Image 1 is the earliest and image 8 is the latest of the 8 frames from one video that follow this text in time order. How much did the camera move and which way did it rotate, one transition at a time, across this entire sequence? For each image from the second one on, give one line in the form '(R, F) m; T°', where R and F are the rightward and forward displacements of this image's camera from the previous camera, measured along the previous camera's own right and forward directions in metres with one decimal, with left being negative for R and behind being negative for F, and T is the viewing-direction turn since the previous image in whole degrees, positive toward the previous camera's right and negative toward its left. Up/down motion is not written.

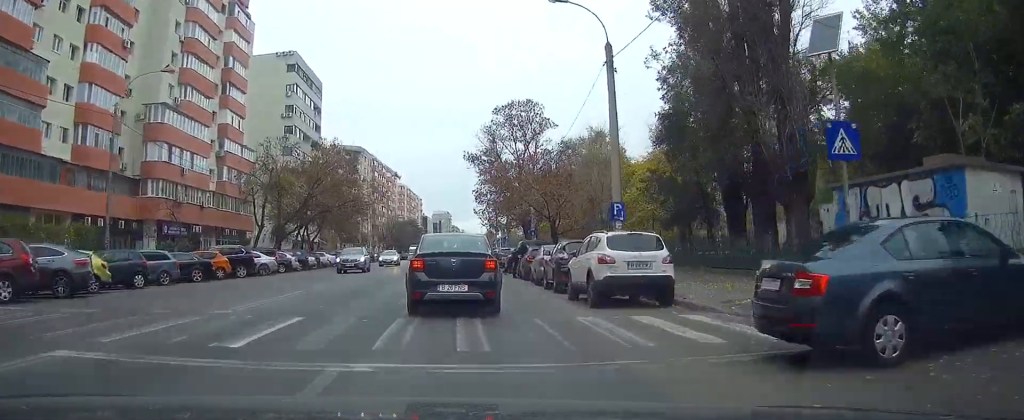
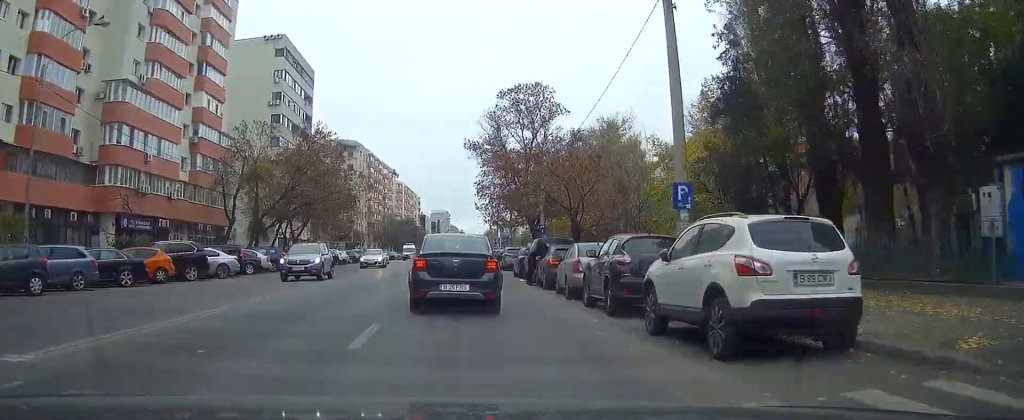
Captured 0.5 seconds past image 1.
(0.0, +7.7) m; 0°
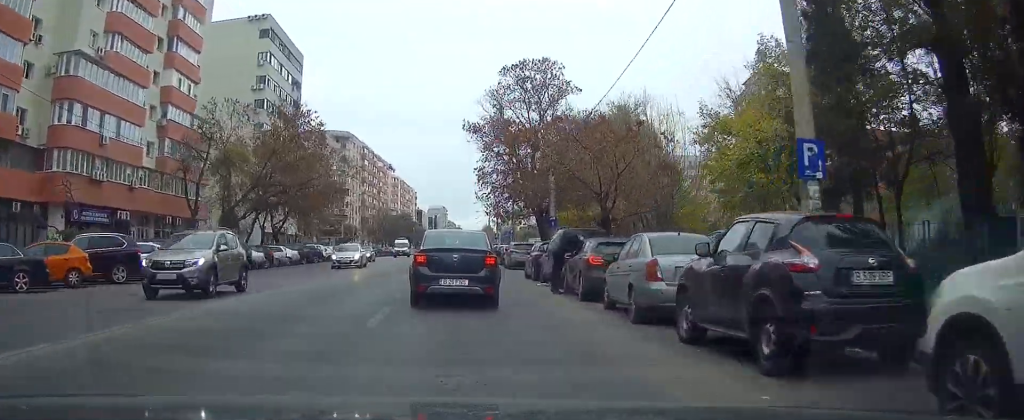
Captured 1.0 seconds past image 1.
(0.0, +7.2) m; 0°
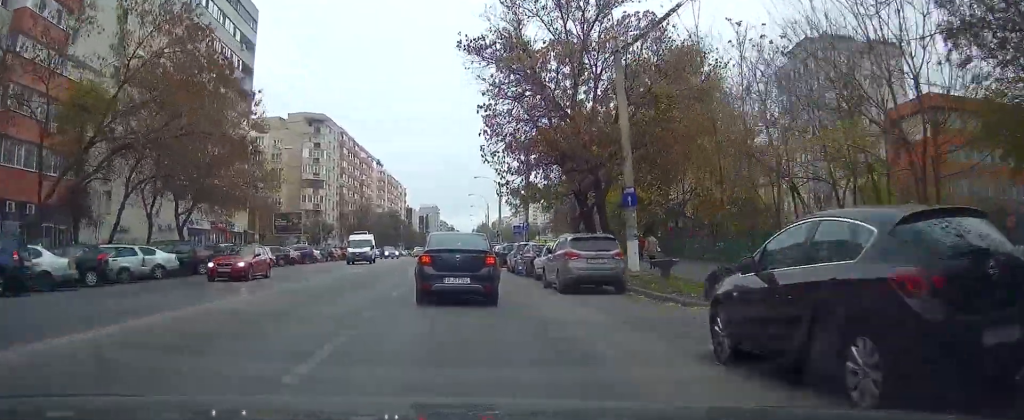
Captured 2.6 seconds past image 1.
(0.0, +22.6) m; 0°
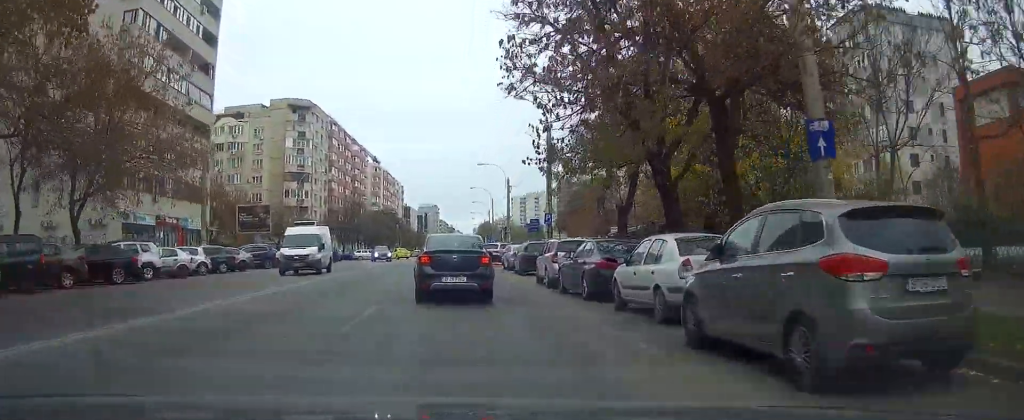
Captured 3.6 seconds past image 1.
(0.0, +13.9) m; 0°
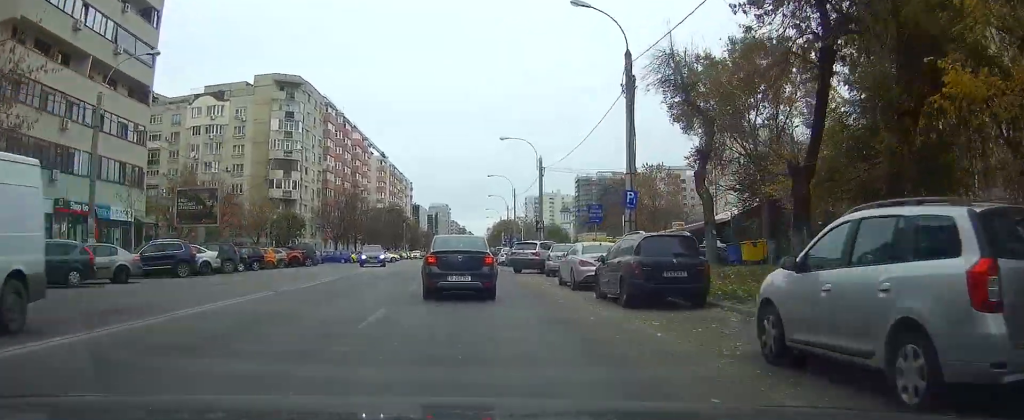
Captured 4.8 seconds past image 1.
(0.0, +17.7) m; 0°
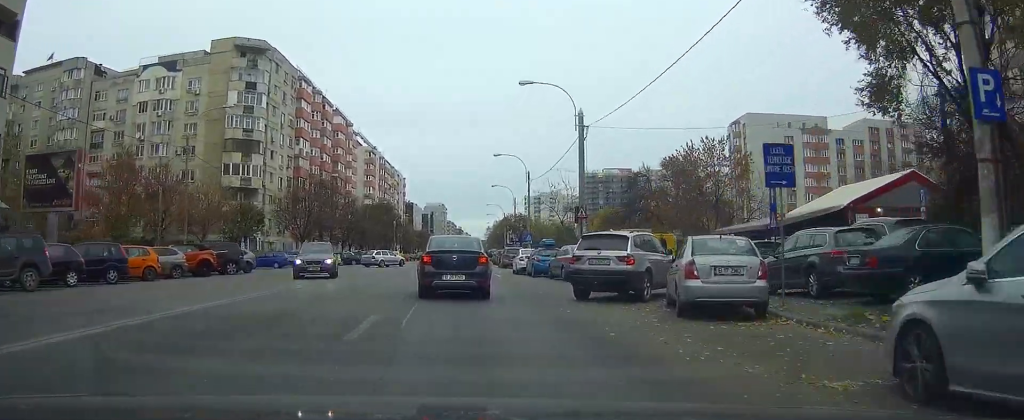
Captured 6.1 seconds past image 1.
(0.0, +18.5) m; 0°
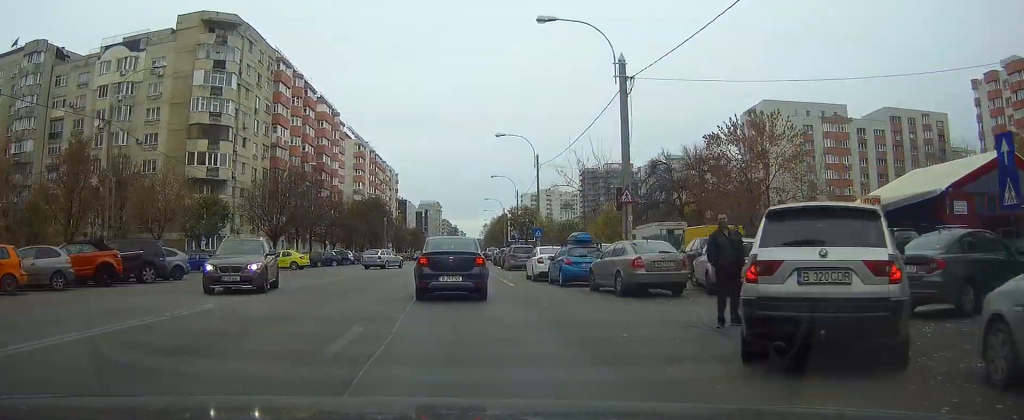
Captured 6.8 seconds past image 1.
(0.0, +9.9) m; 0°
